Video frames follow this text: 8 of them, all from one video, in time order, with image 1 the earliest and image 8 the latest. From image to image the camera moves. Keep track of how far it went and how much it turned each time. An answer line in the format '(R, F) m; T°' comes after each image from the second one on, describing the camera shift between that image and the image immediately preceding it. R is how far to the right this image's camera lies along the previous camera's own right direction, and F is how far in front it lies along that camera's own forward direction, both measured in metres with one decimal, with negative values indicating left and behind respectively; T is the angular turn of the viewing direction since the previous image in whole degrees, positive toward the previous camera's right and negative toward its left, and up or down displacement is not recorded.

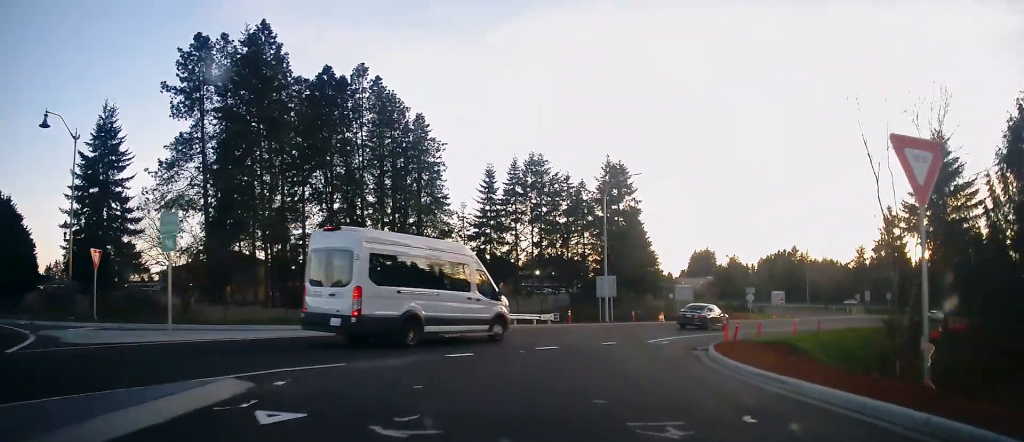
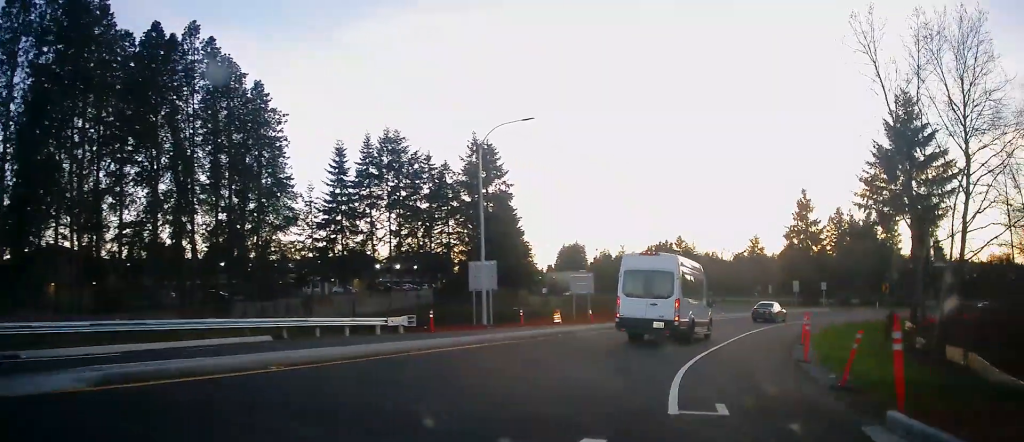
(+1.6, +13.1) m; +15°
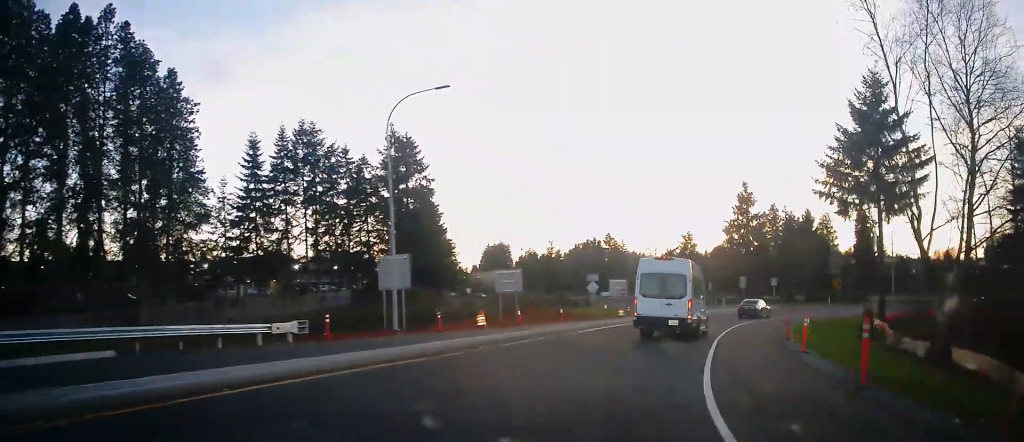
(+0.5, +5.0) m; +5°
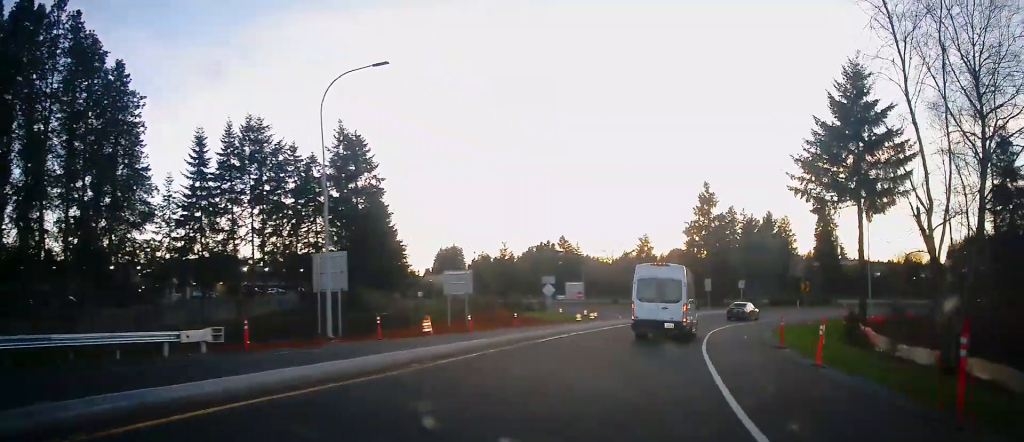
(-0.3, +3.3) m; +4°
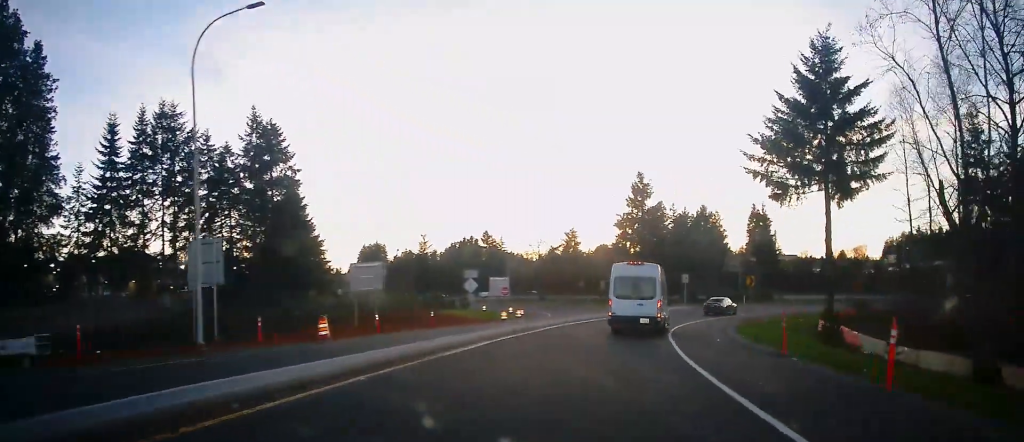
(-0.2, +5.0) m; +7°
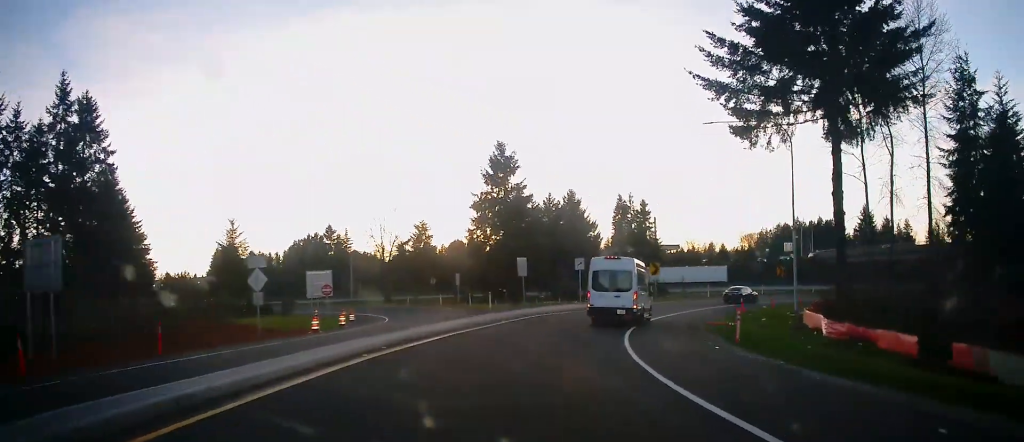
(+3.9, +16.4) m; +16°
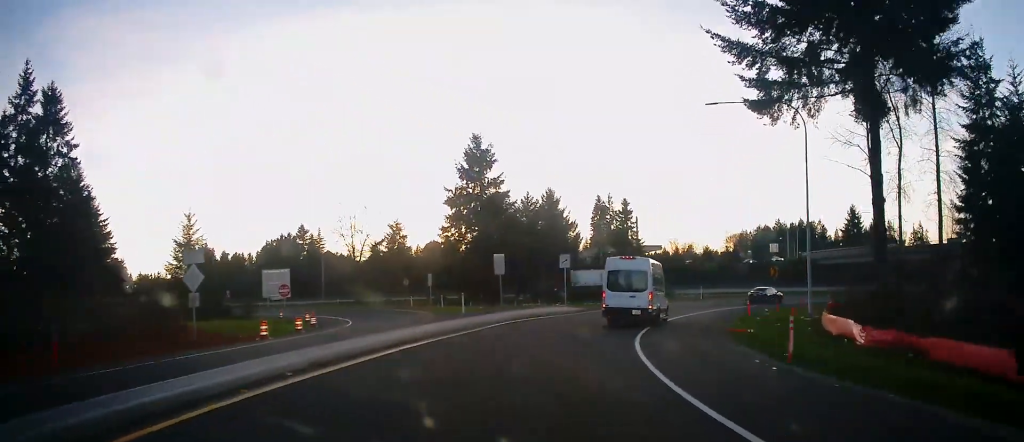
(+0.1, +4.6) m; +2°
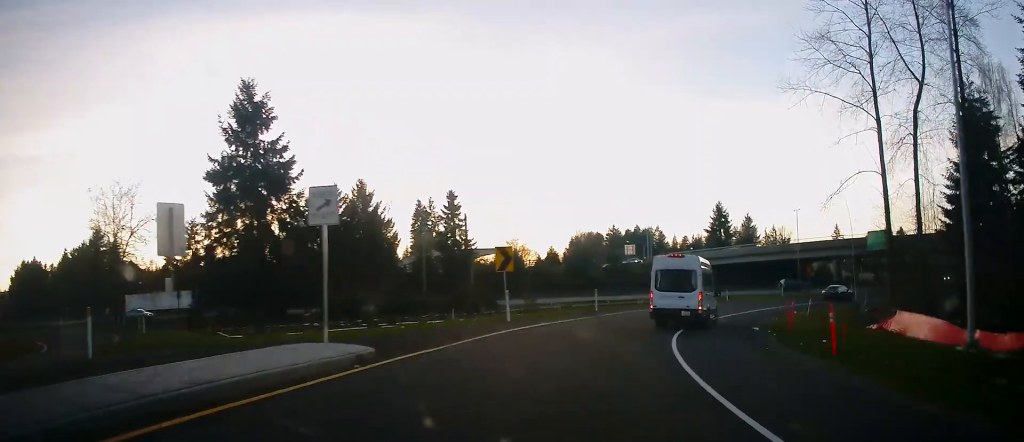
(+2.2, +22.0) m; +16°
